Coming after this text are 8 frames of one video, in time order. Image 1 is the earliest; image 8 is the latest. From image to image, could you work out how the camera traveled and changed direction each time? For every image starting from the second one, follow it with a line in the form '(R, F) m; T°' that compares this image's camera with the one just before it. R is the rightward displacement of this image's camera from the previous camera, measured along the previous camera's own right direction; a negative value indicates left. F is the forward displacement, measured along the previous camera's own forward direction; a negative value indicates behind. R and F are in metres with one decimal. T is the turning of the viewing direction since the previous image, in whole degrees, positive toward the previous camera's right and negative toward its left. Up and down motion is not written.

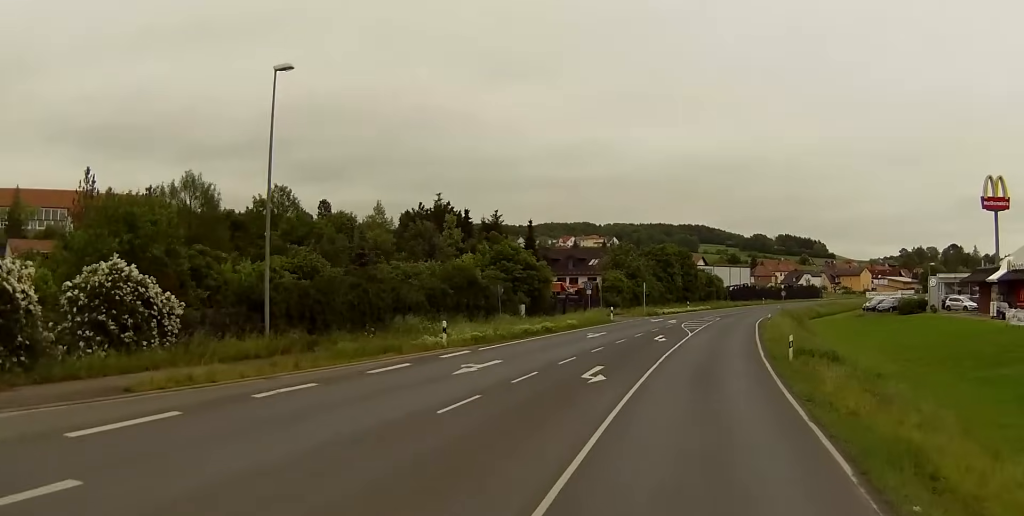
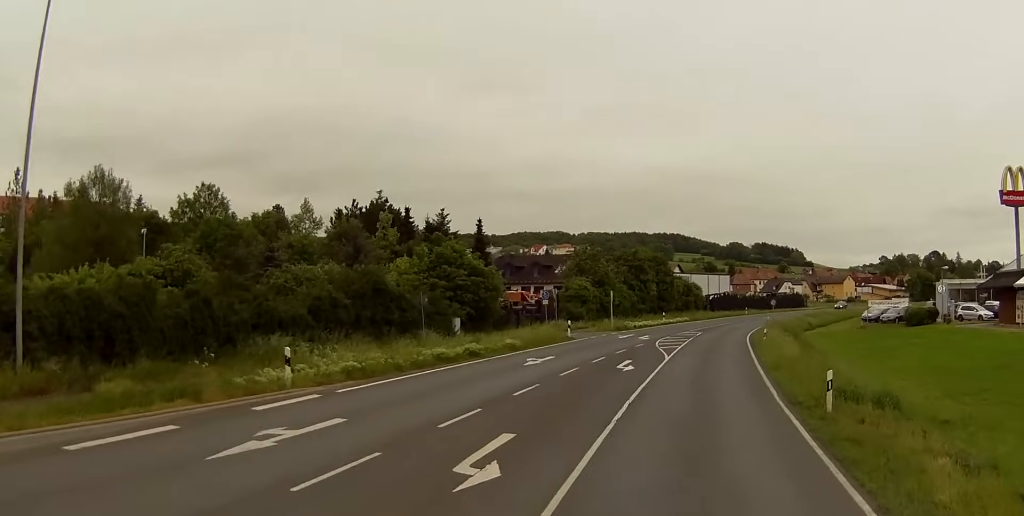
(0.0, +13.4) m; 0°
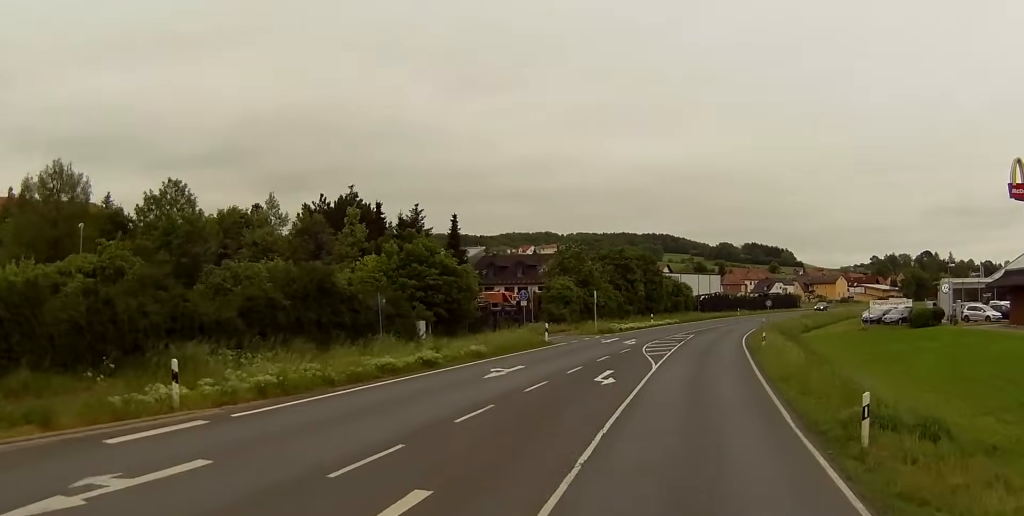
(0.0, +5.3) m; 0°
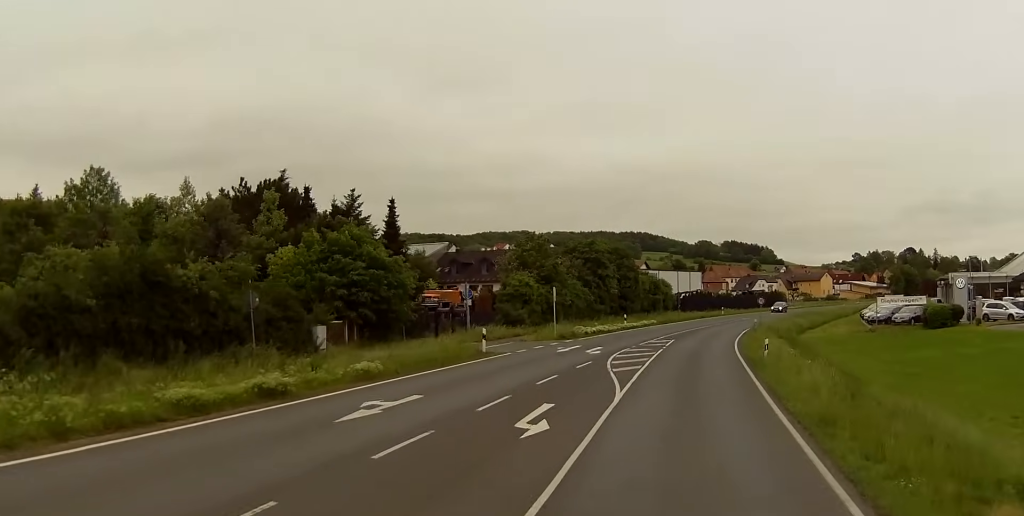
(0.0, +11.1) m; +1°
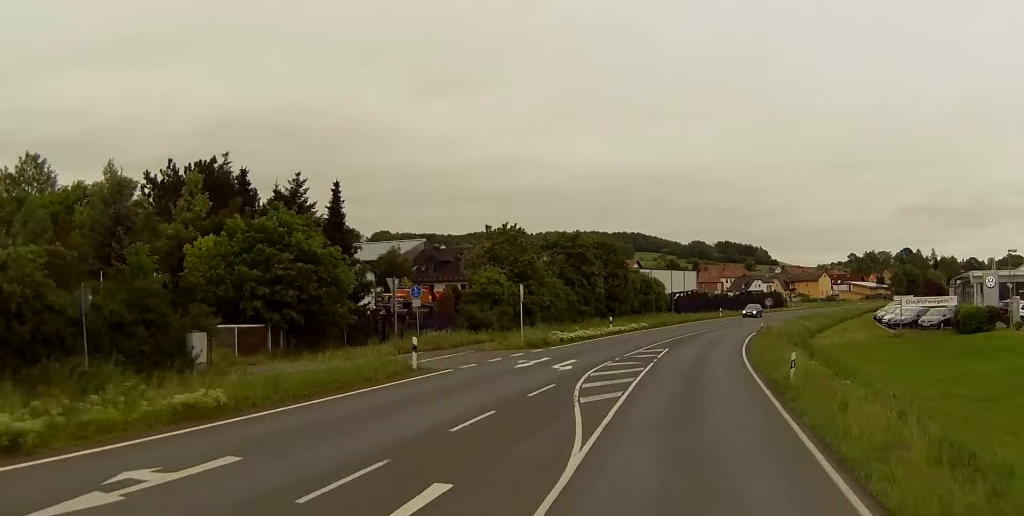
(+0.1, +9.2) m; +2°
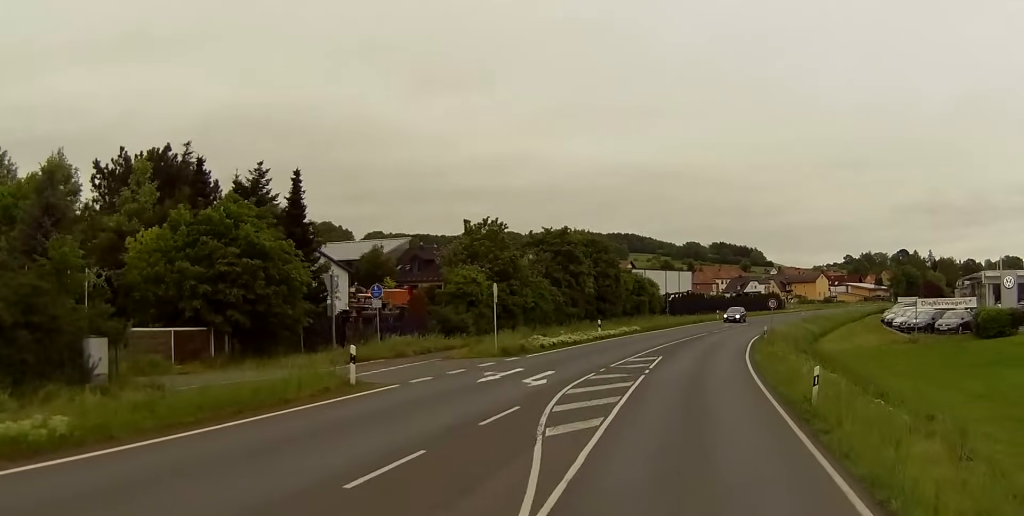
(+0.1, +4.8) m; +1°
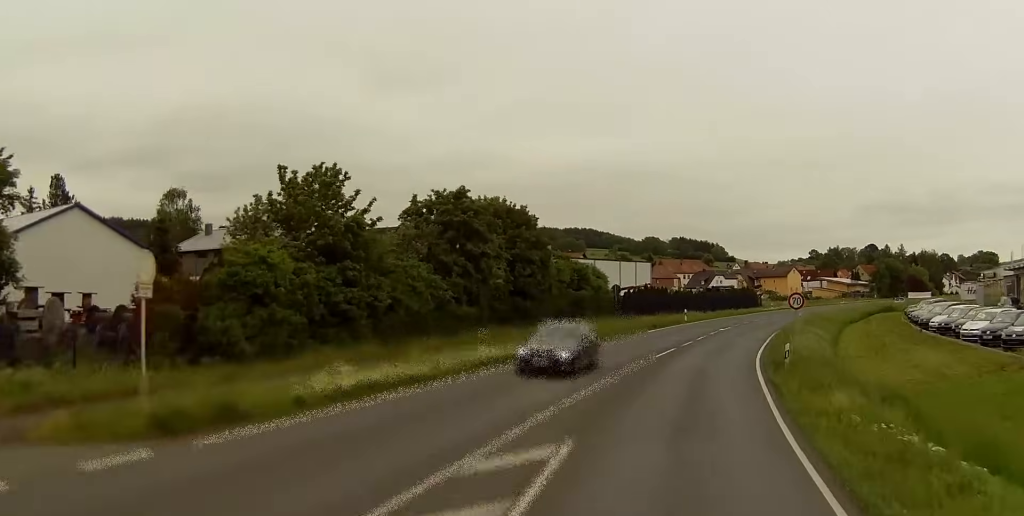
(+0.2, +20.1) m; +1°
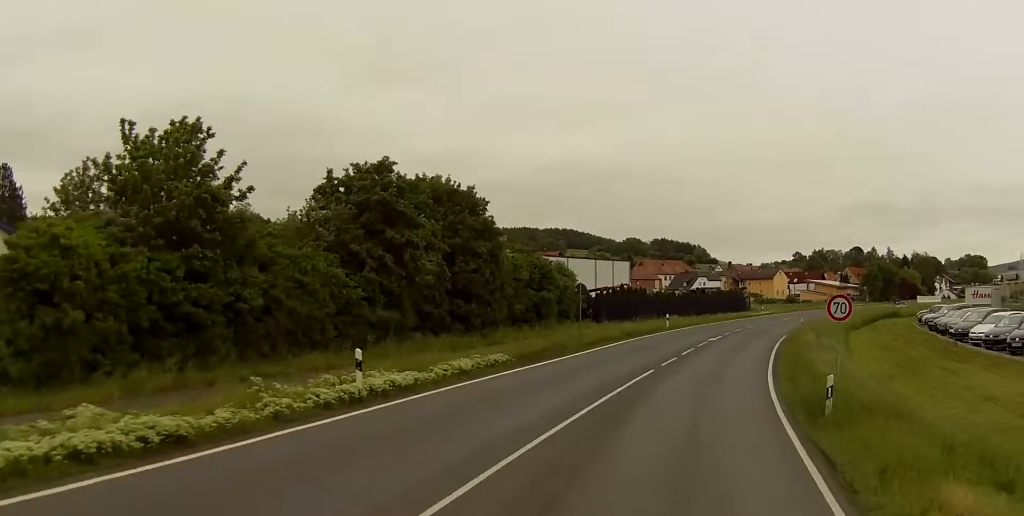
(0.0, +7.8) m; +1°
